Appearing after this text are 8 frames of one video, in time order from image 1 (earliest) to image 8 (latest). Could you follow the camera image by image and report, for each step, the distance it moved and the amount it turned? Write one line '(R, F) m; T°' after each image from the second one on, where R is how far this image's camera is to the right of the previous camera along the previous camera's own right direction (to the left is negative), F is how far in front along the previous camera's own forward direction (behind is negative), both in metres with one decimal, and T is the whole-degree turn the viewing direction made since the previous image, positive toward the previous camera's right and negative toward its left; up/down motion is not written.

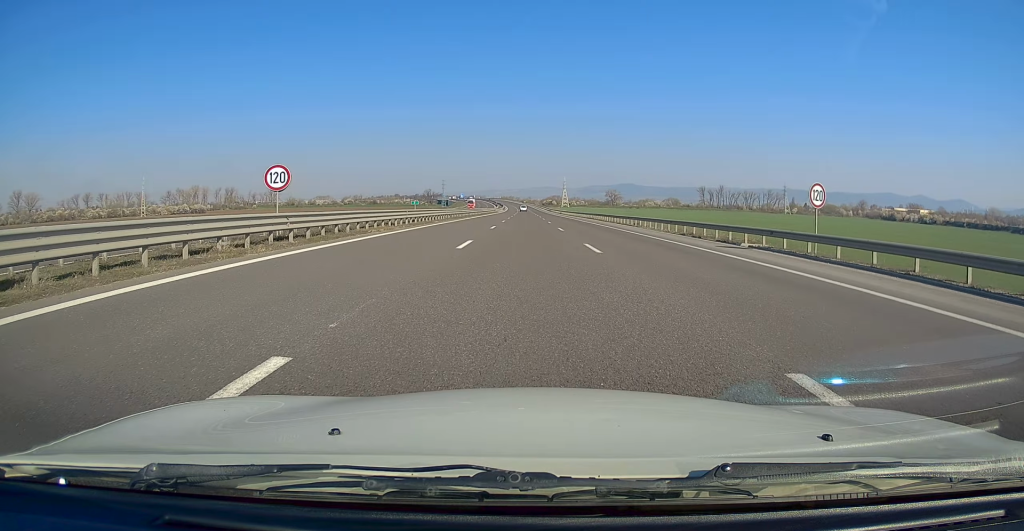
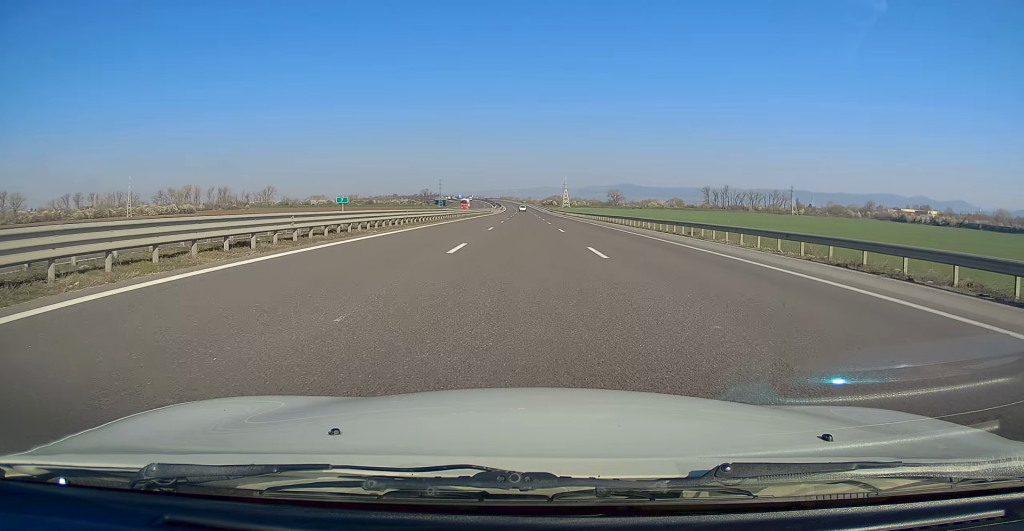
(+0.2, +17.6) m; 0°
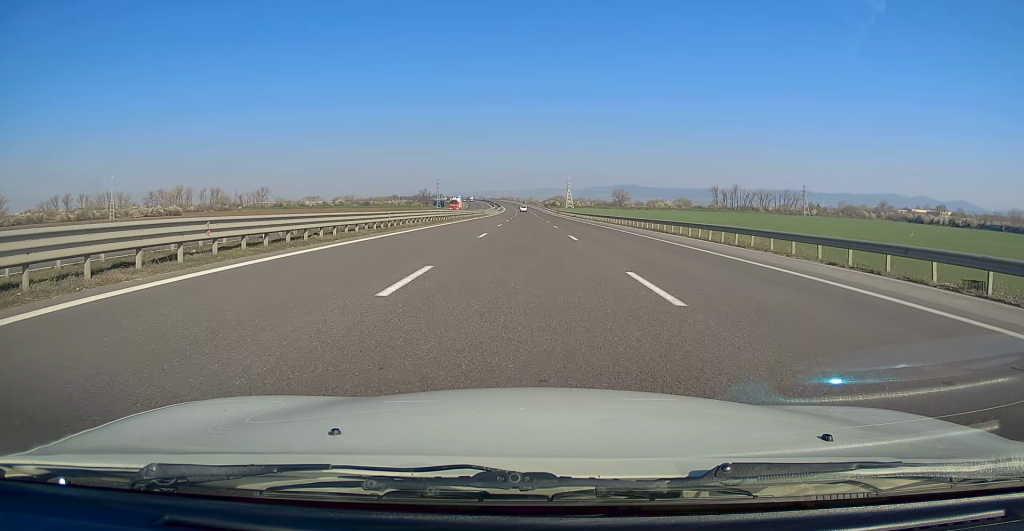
(-0.3, +23.1) m; -1°
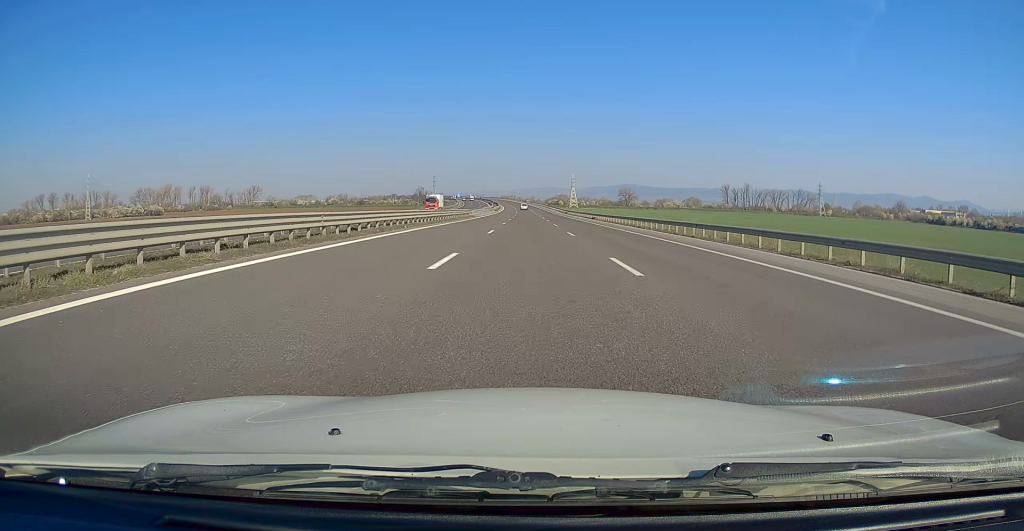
(-0.2, +28.6) m; 0°
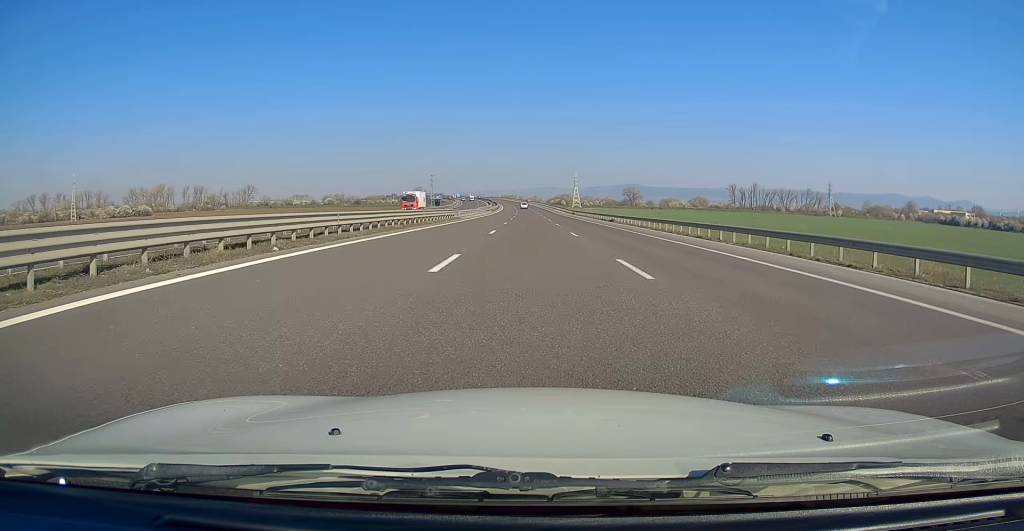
(0.0, +16.5) m; 0°
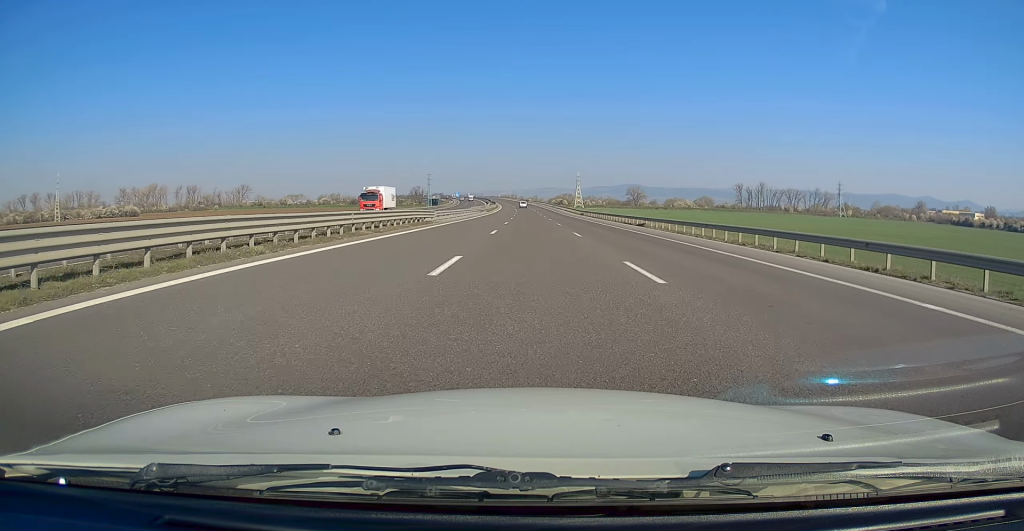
(+0.1, +16.5) m; 0°
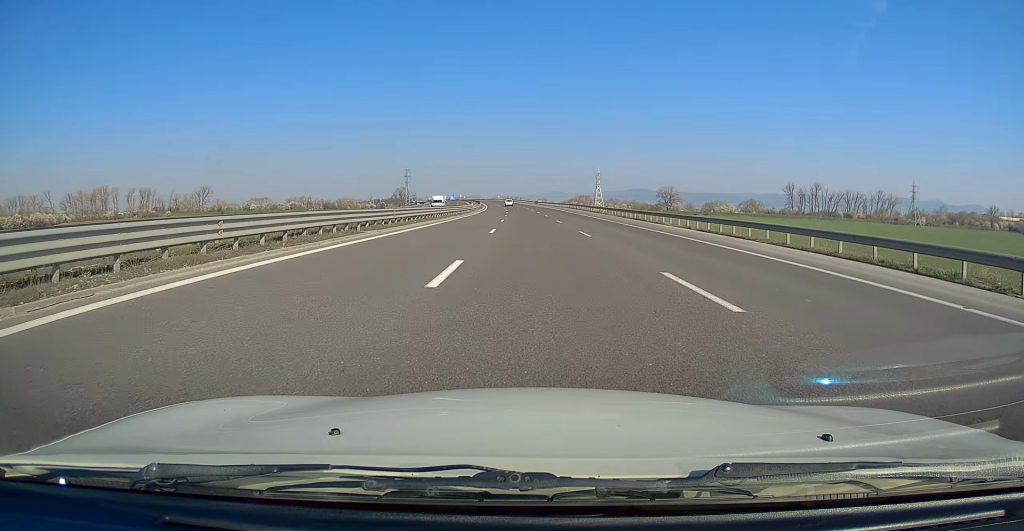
(-0.3, +99.0) m; -1°
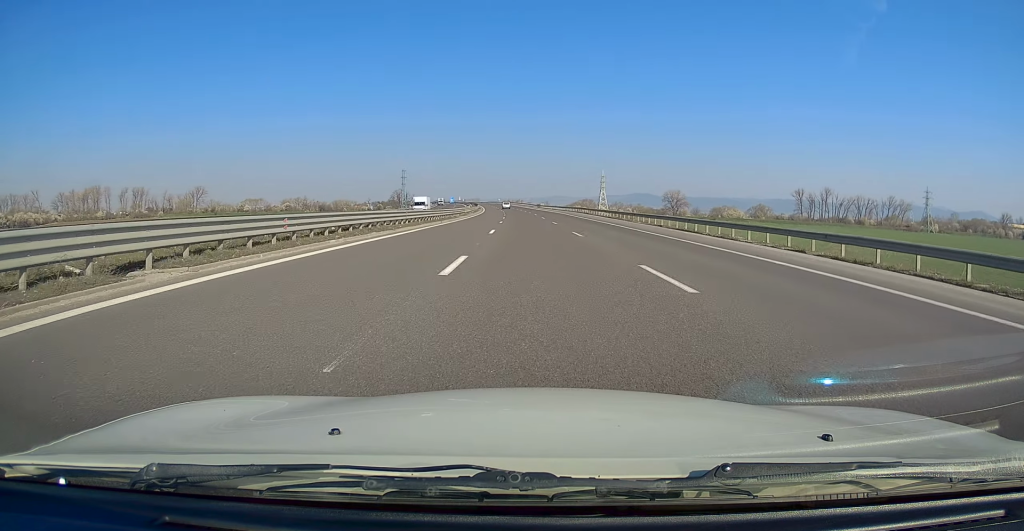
(+0.1, +14.3) m; 0°
